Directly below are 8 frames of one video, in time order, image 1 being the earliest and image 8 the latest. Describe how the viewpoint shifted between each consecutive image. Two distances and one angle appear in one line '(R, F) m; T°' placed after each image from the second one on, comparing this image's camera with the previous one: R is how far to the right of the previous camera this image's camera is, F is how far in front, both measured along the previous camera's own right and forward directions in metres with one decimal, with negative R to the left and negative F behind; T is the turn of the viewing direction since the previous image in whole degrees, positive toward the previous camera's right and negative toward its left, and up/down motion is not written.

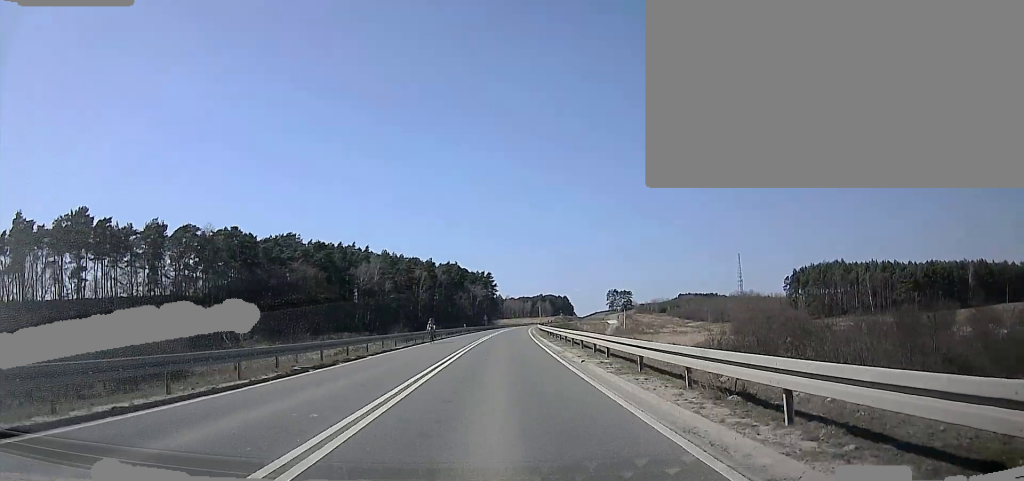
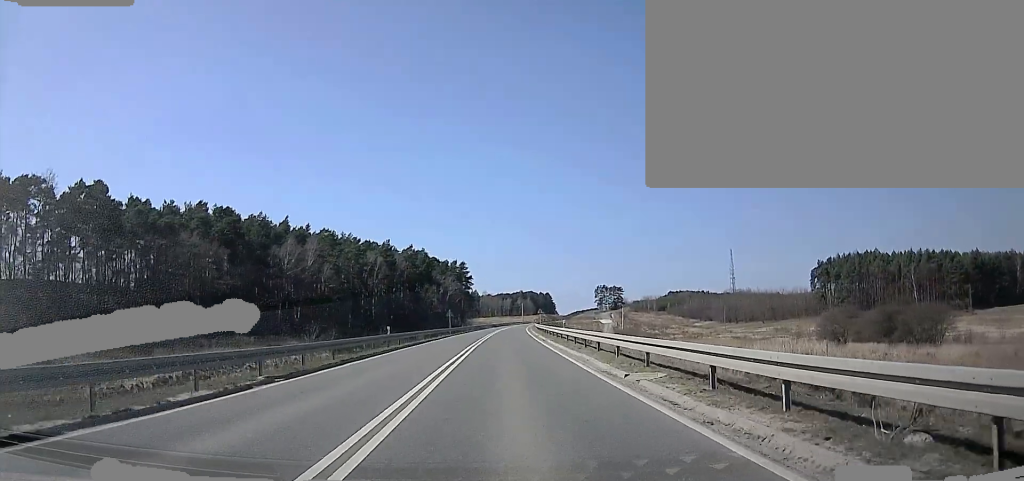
(+1.1, +51.1) m; +3°
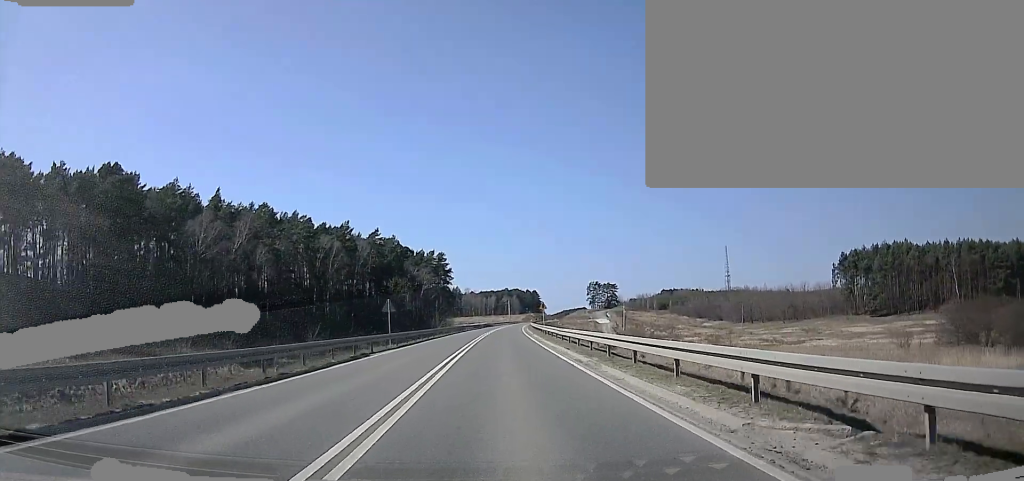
(+0.2, +35.1) m; 0°
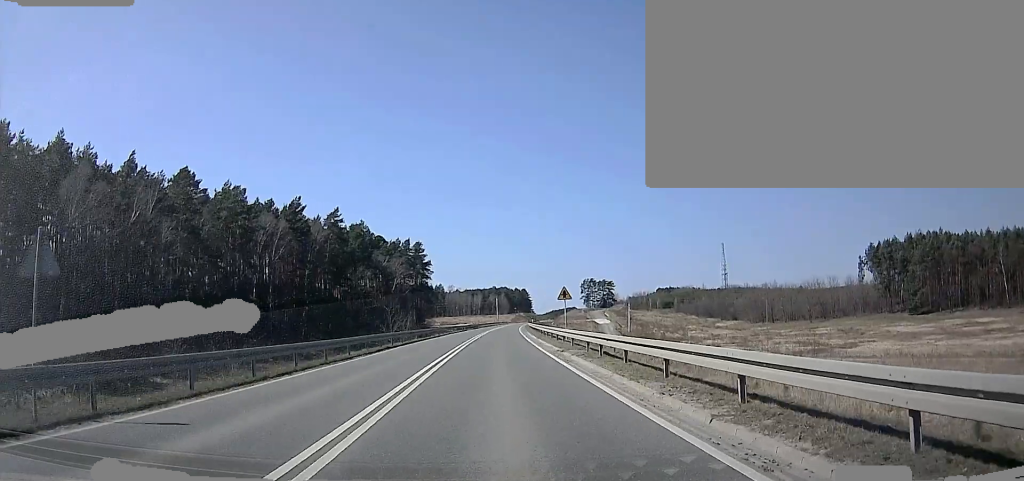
(+0.2, +32.0) m; +2°
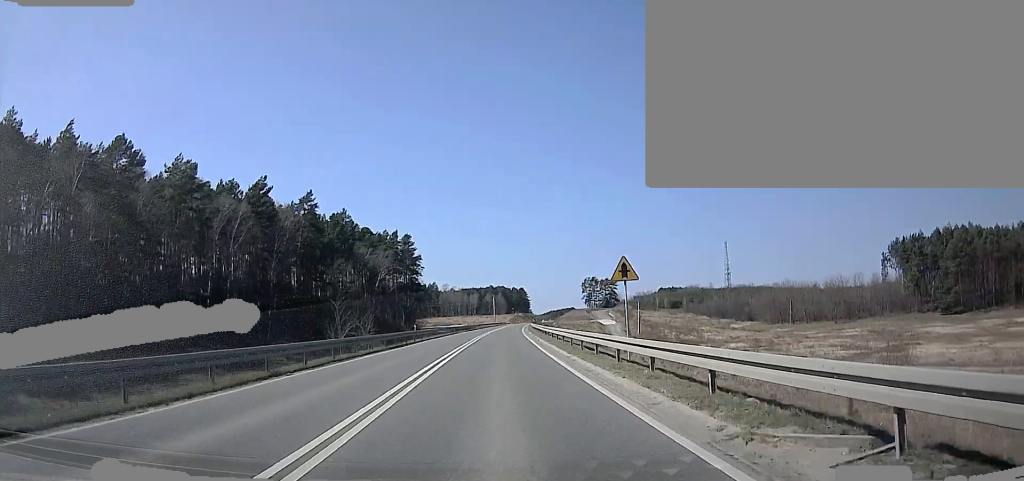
(+0.4, +19.0) m; +1°
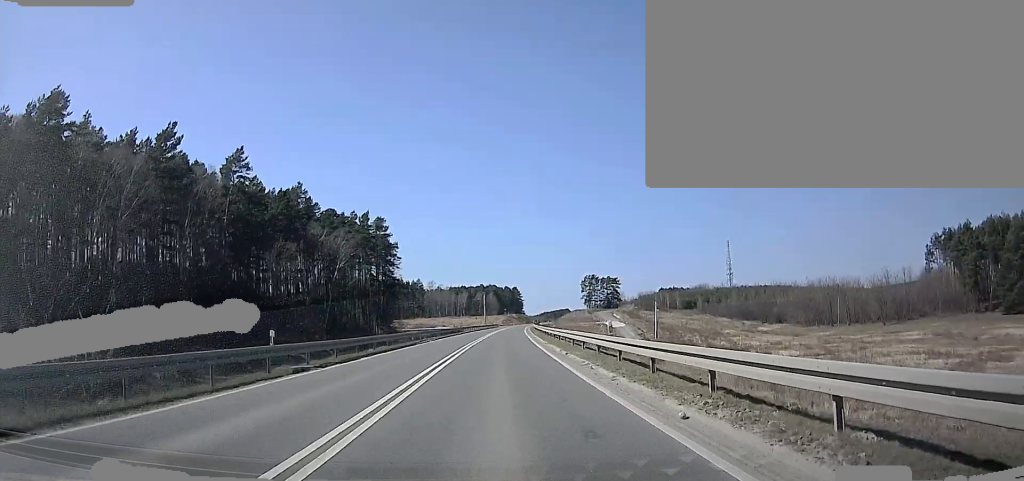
(0.0, +31.9) m; 0°
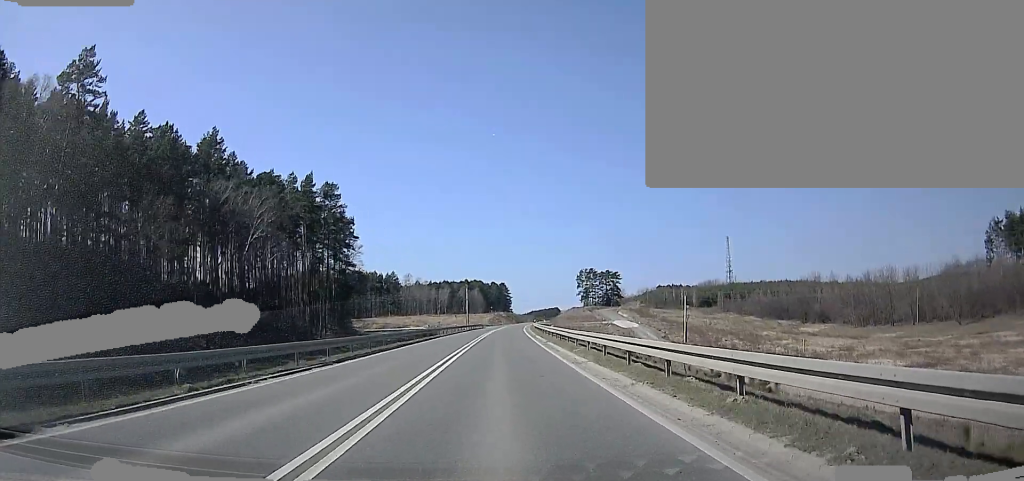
(0.0, +37.0) m; 0°
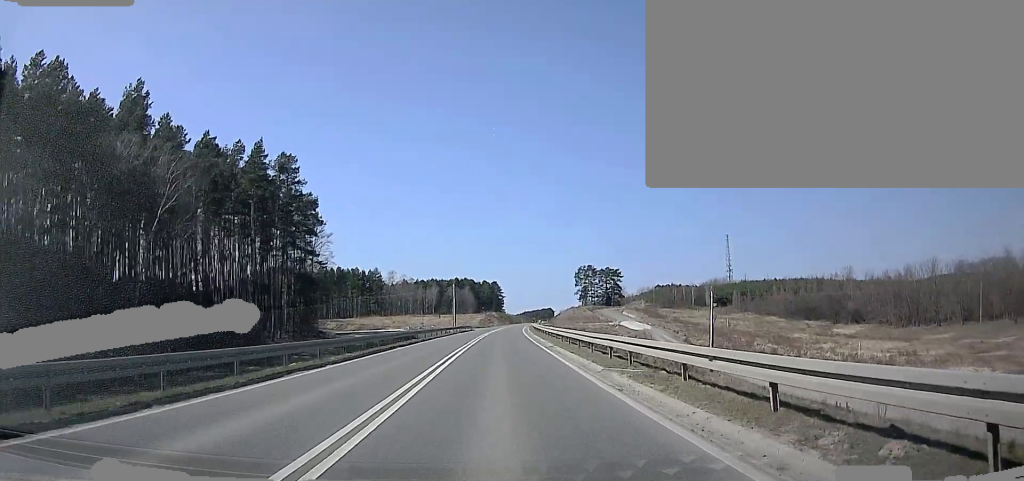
(0.0, +21.2) m; 0°
